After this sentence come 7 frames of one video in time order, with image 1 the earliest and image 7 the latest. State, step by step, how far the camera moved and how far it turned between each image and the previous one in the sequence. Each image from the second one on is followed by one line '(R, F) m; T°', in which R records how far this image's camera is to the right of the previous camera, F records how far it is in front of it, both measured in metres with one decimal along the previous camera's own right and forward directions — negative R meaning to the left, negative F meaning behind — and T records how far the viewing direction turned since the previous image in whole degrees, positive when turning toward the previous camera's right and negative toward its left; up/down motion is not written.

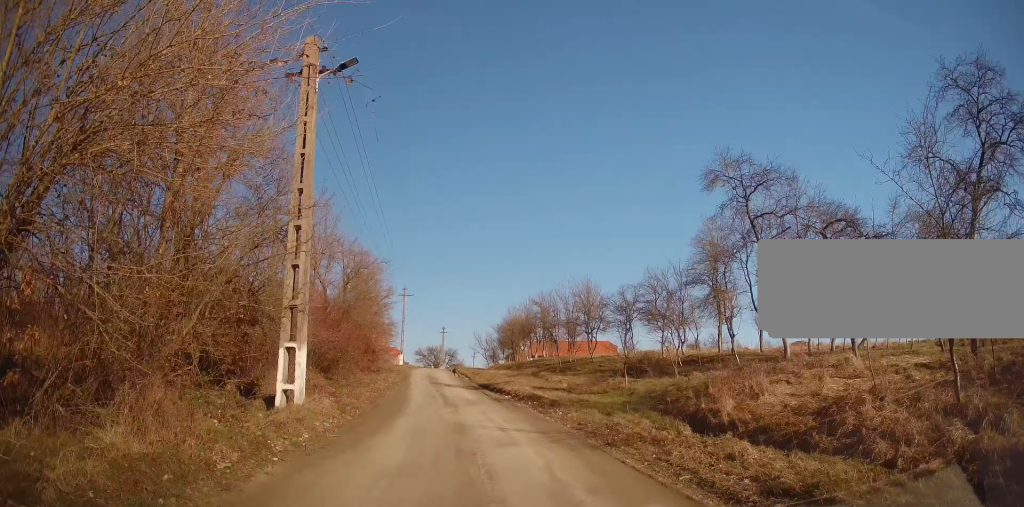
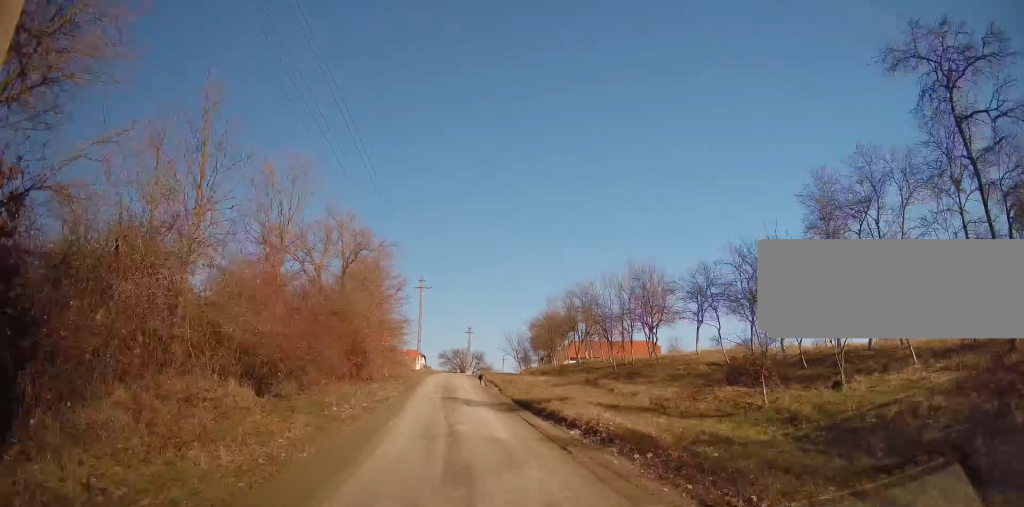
(-0.3, +8.2) m; -3°
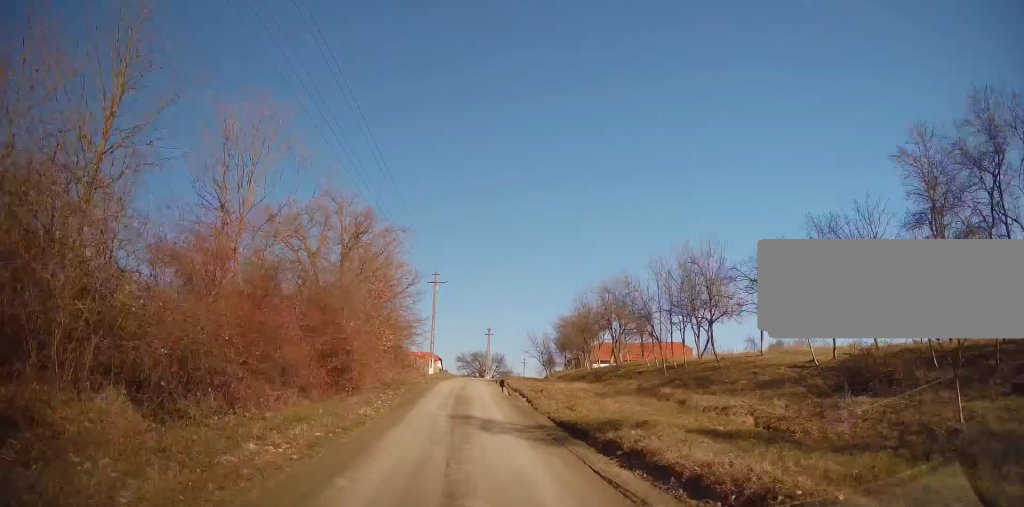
(0.0, +4.7) m; -2°
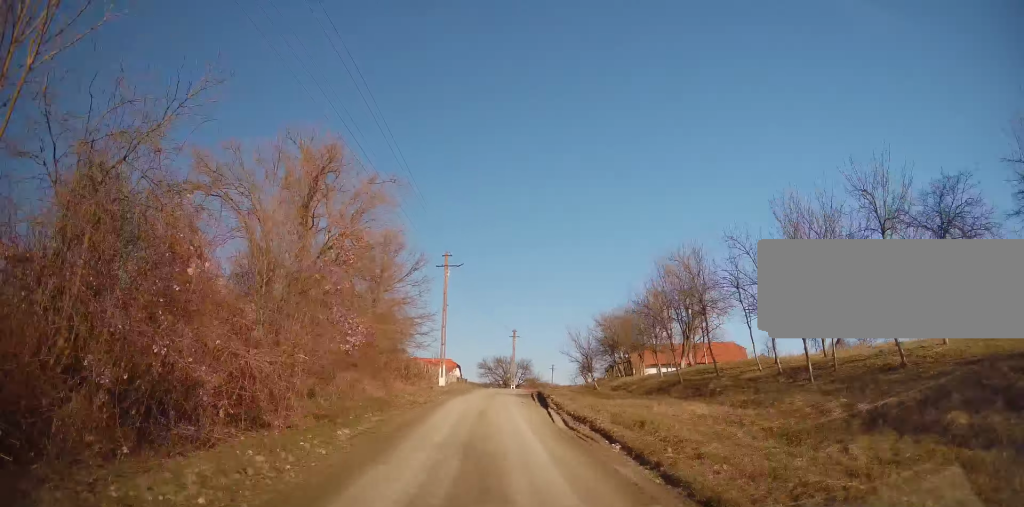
(-0.3, +9.8) m; -3°
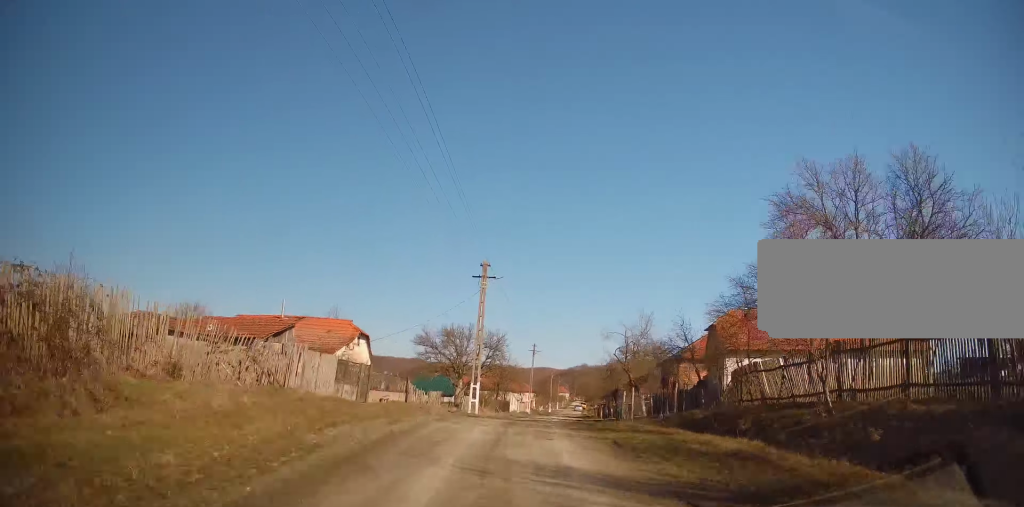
(-0.4, +35.0) m; +4°
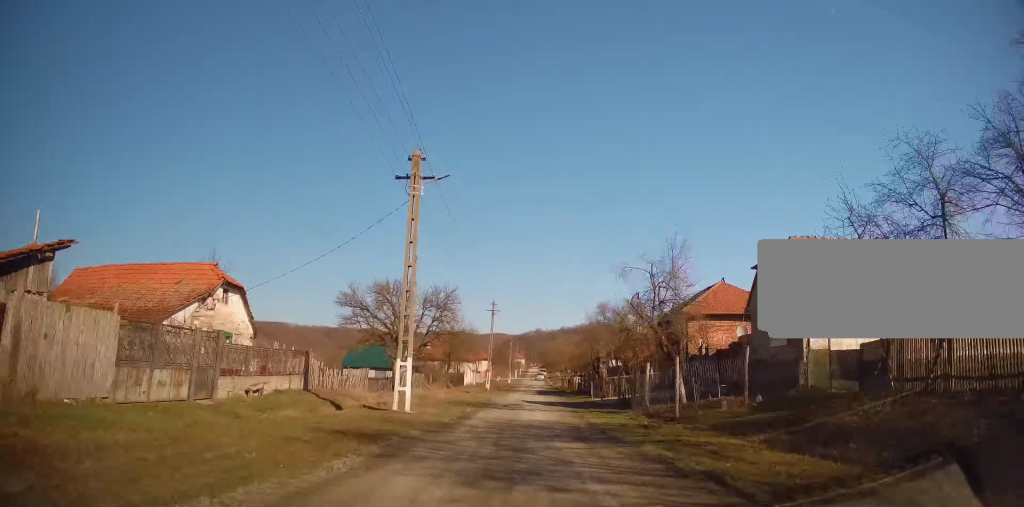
(+0.4, +12.7) m; +4°
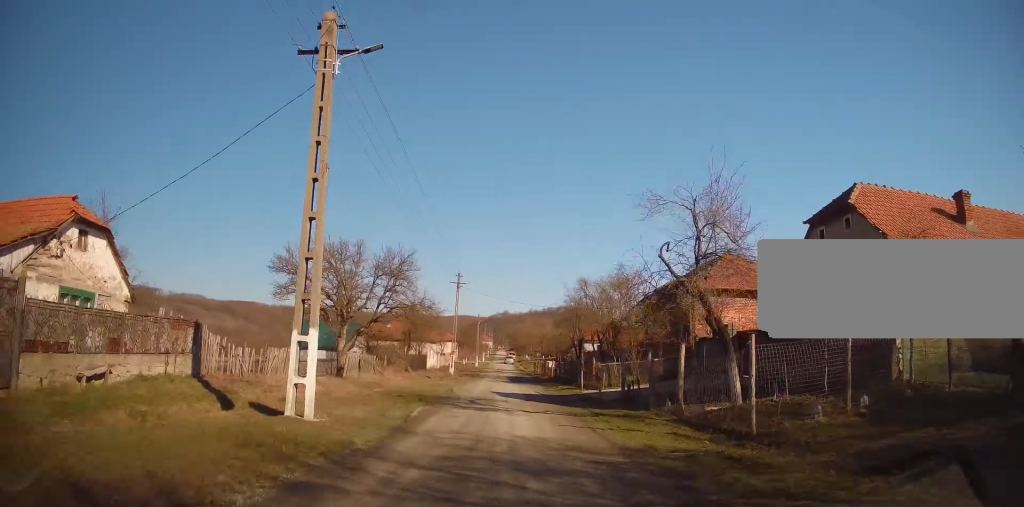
(+0.2, +6.9) m; +3°
